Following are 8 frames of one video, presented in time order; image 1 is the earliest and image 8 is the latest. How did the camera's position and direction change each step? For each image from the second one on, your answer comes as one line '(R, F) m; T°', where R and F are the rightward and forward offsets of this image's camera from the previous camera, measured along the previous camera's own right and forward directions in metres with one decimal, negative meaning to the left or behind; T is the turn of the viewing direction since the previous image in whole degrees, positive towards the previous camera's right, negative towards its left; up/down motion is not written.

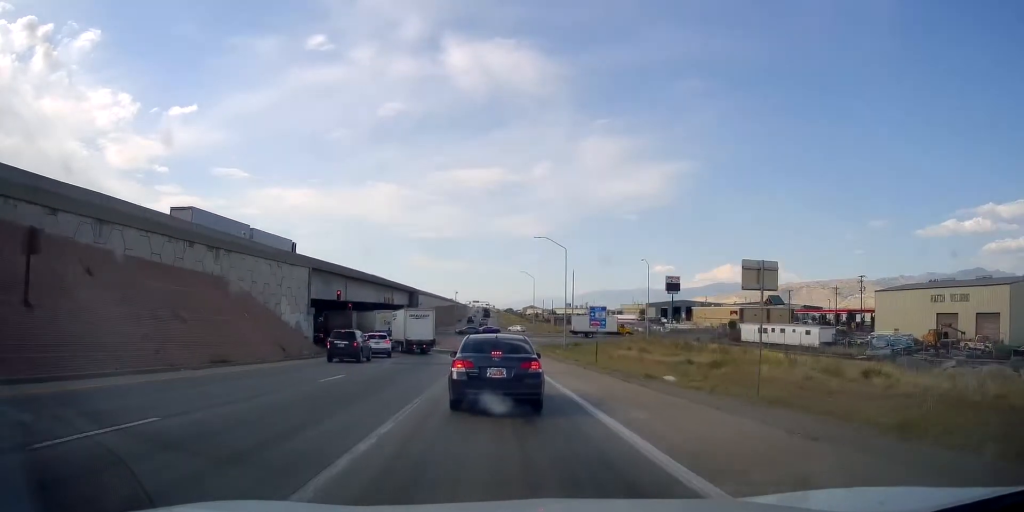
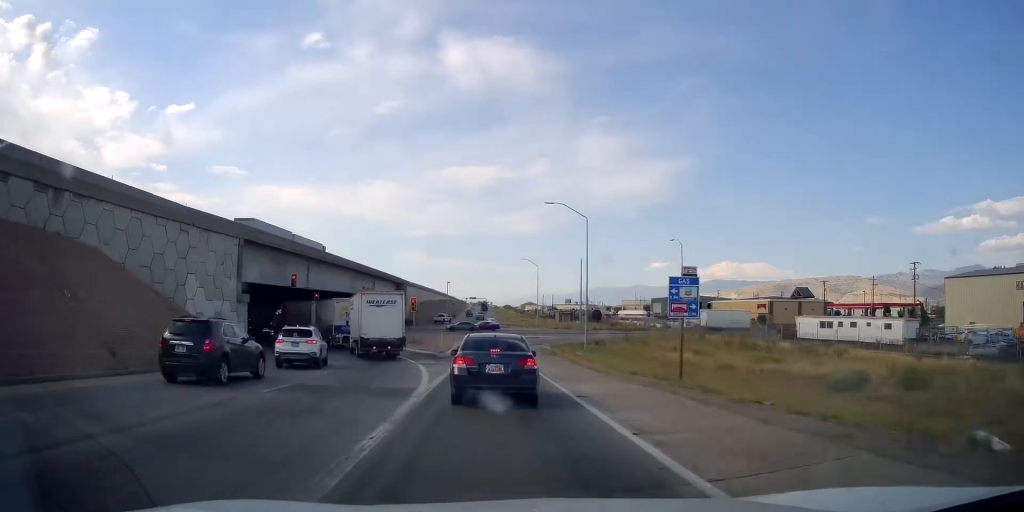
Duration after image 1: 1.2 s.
(-0.1, +17.9) m; -2°
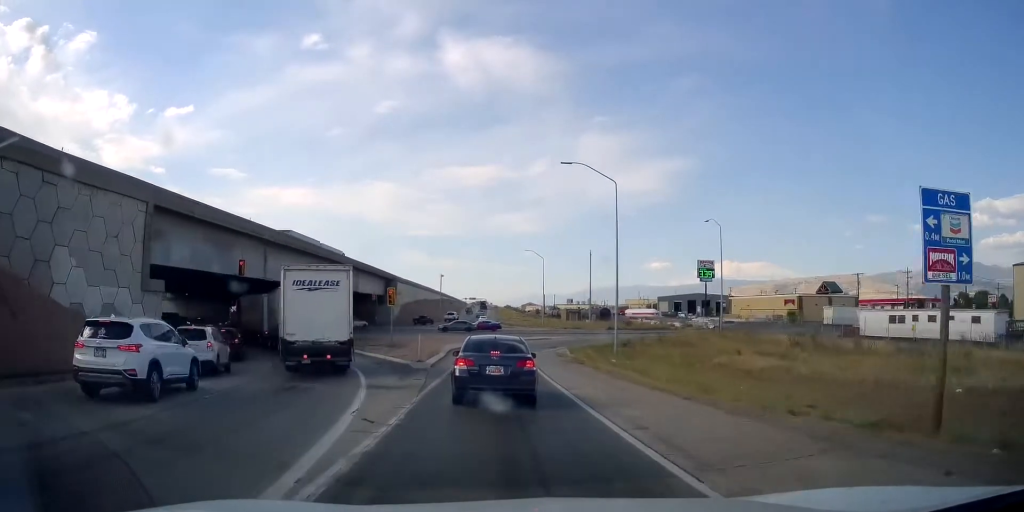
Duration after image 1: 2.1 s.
(-0.2, +13.5) m; -1°
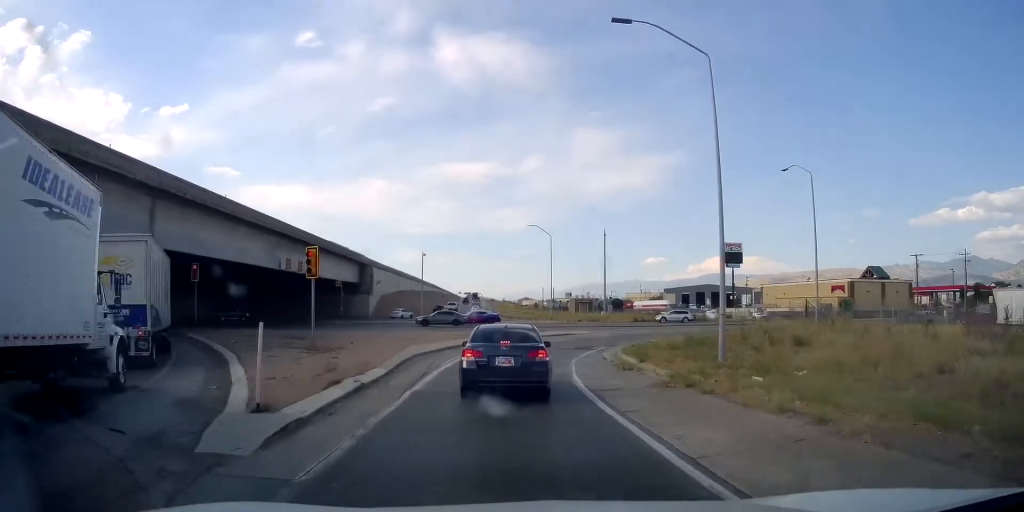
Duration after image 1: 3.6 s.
(0.0, +20.4) m; 0°
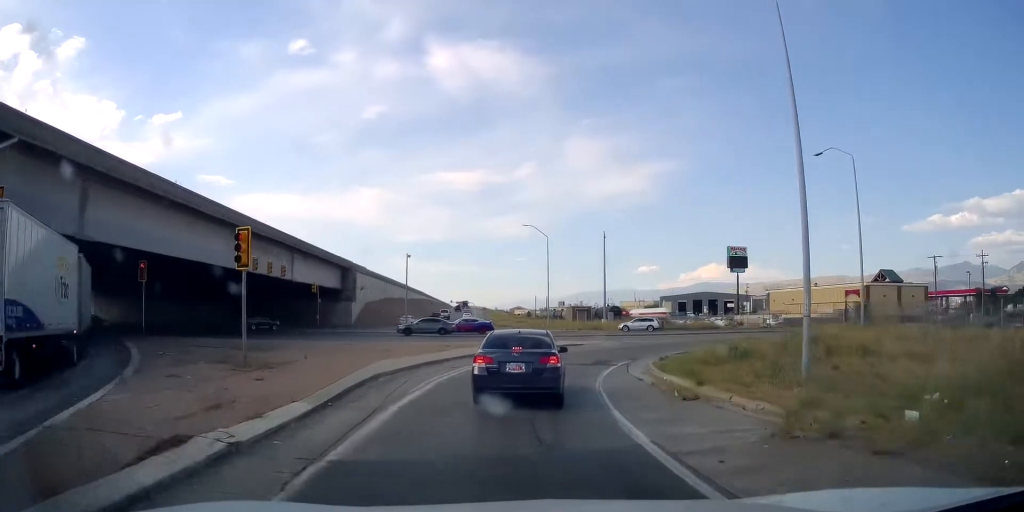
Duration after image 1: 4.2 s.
(0.0, +8.1) m; 0°
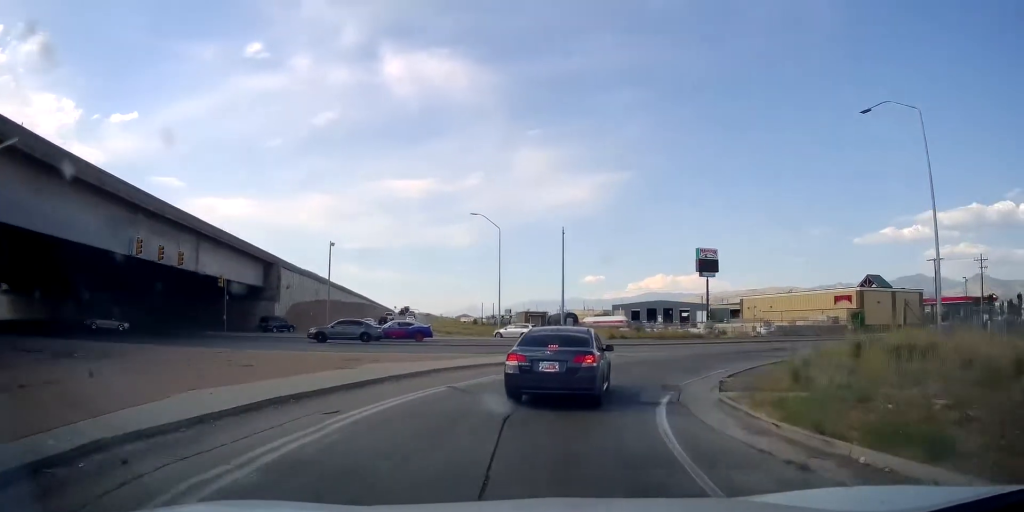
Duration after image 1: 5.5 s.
(0.0, +14.5) m; 0°
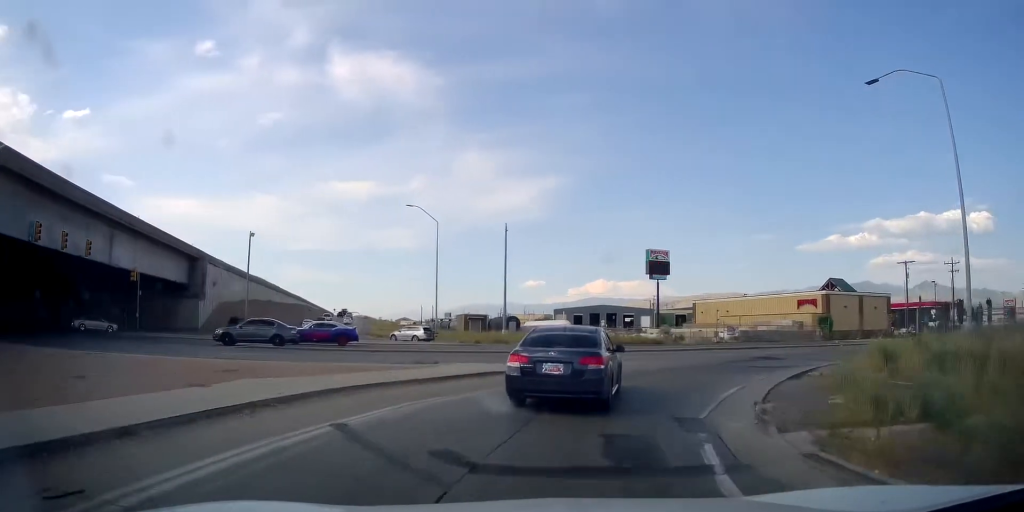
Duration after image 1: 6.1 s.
(0.0, +6.4) m; +3°
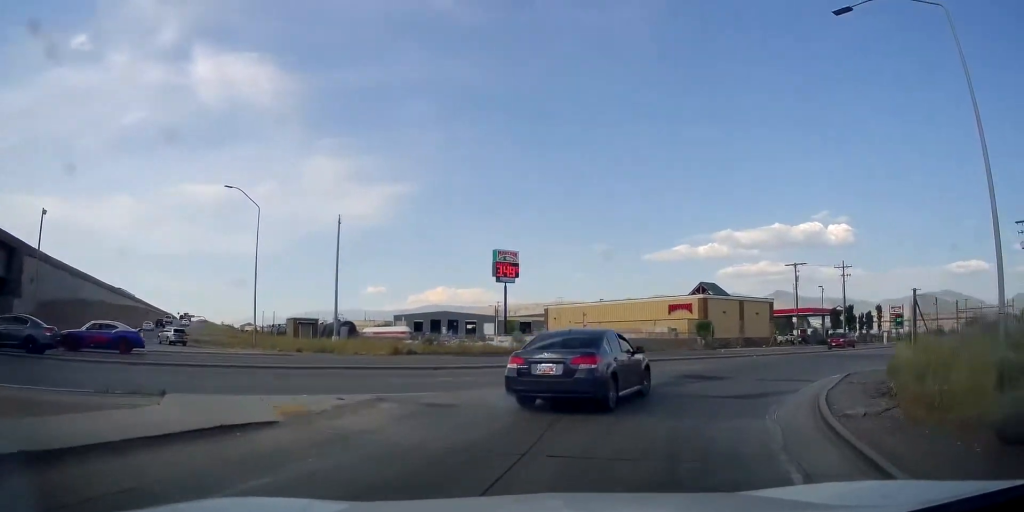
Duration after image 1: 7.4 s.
(+0.8, +10.2) m; +14°
